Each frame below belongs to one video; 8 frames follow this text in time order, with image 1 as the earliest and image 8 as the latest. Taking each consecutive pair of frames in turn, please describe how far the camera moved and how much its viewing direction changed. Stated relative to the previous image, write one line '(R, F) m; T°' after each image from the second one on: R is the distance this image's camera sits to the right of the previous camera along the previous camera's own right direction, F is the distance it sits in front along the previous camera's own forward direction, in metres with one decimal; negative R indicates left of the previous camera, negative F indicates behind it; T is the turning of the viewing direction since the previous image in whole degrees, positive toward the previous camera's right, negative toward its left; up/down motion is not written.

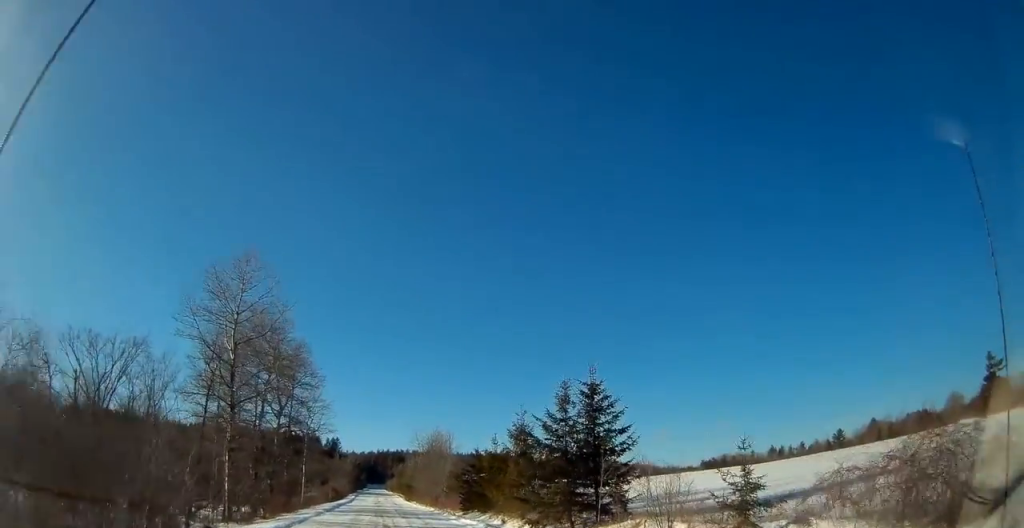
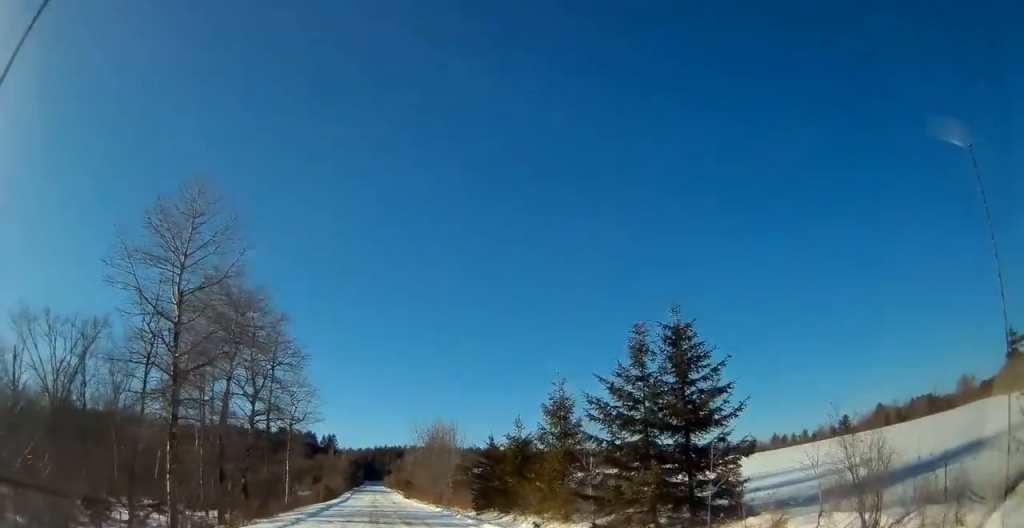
(0.0, +8.1) m; 0°
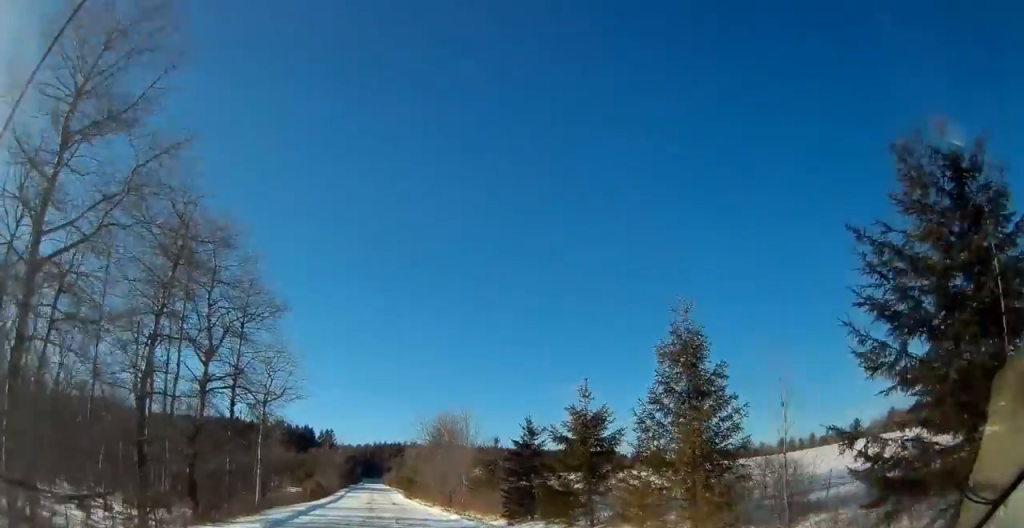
(0.0, +10.6) m; 0°
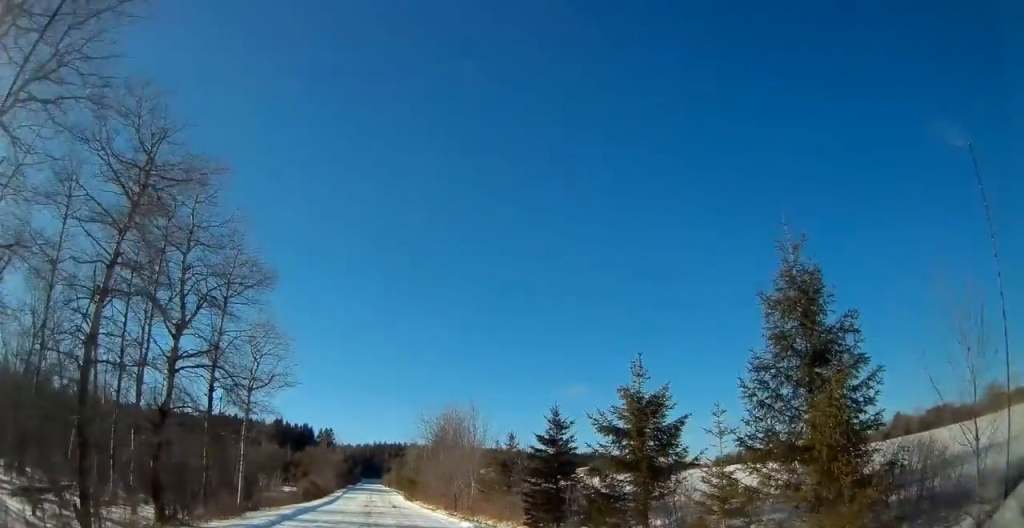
(0.0, +4.4) m; 0°
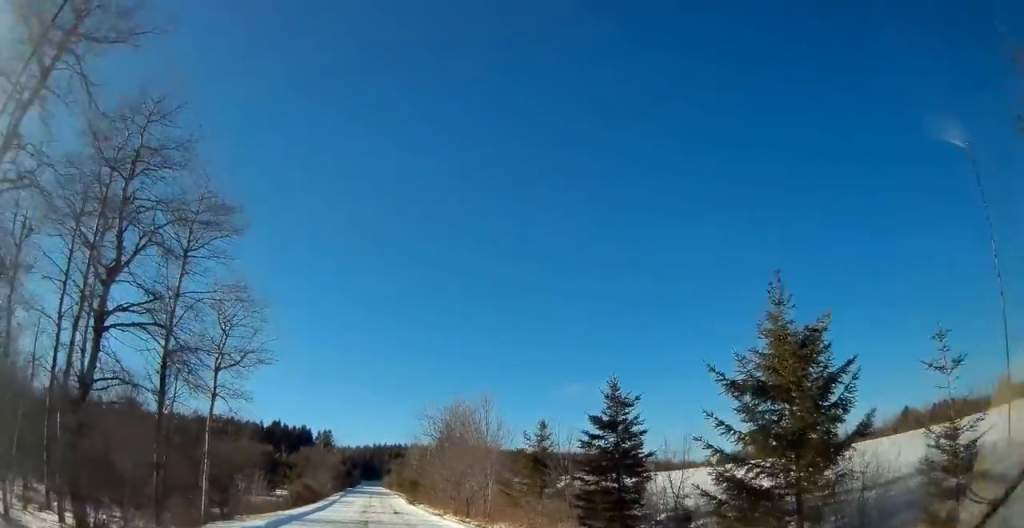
(0.0, +6.6) m; 0°
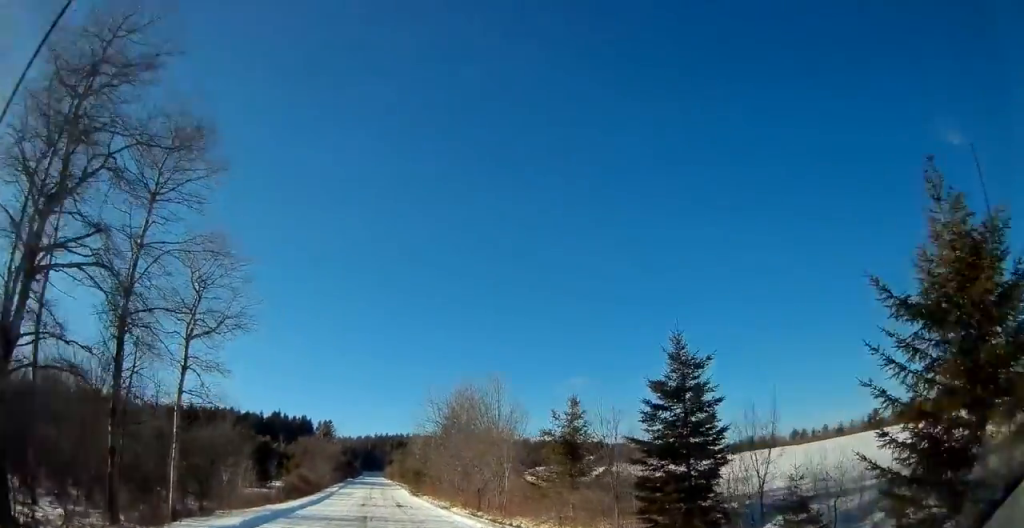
(0.0, +4.4) m; 0°
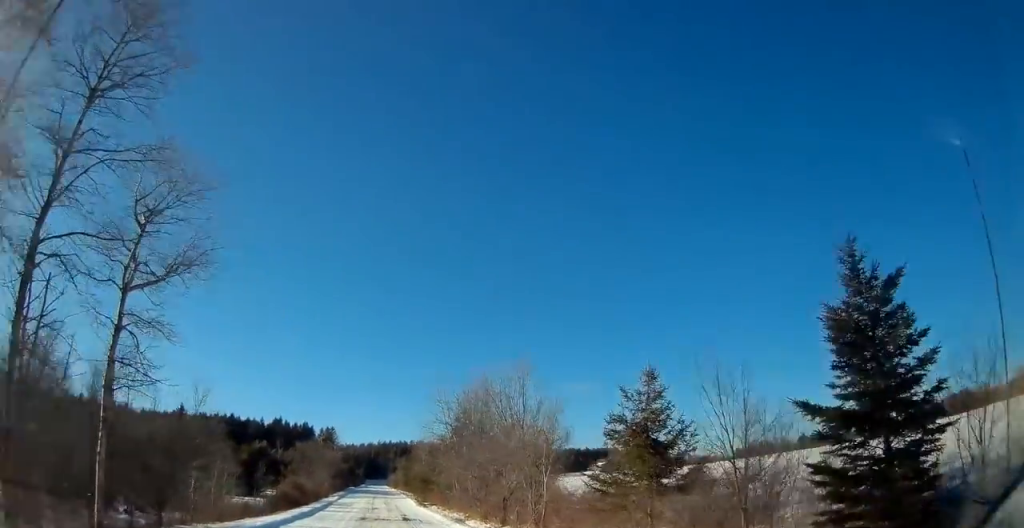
(0.0, +6.6) m; 0°
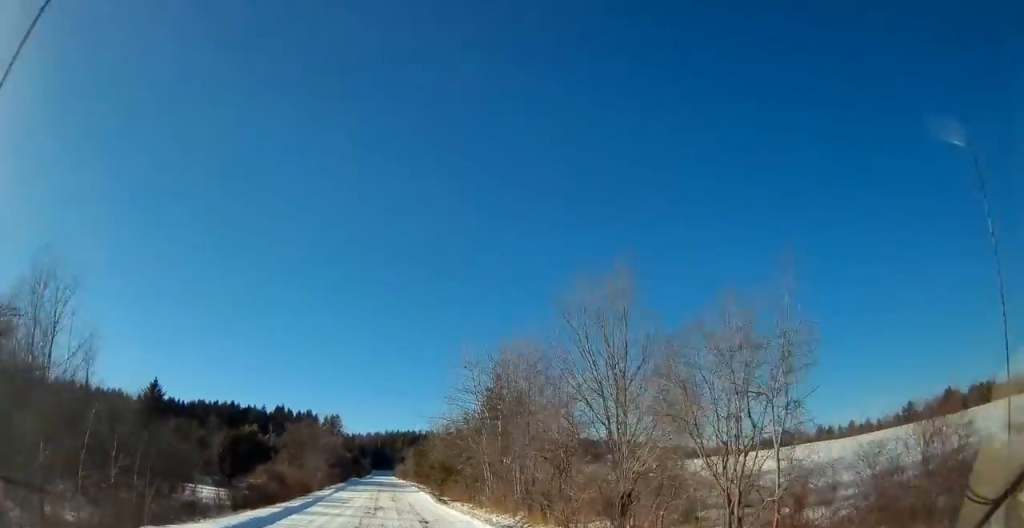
(0.0, +14.7) m; 0°
